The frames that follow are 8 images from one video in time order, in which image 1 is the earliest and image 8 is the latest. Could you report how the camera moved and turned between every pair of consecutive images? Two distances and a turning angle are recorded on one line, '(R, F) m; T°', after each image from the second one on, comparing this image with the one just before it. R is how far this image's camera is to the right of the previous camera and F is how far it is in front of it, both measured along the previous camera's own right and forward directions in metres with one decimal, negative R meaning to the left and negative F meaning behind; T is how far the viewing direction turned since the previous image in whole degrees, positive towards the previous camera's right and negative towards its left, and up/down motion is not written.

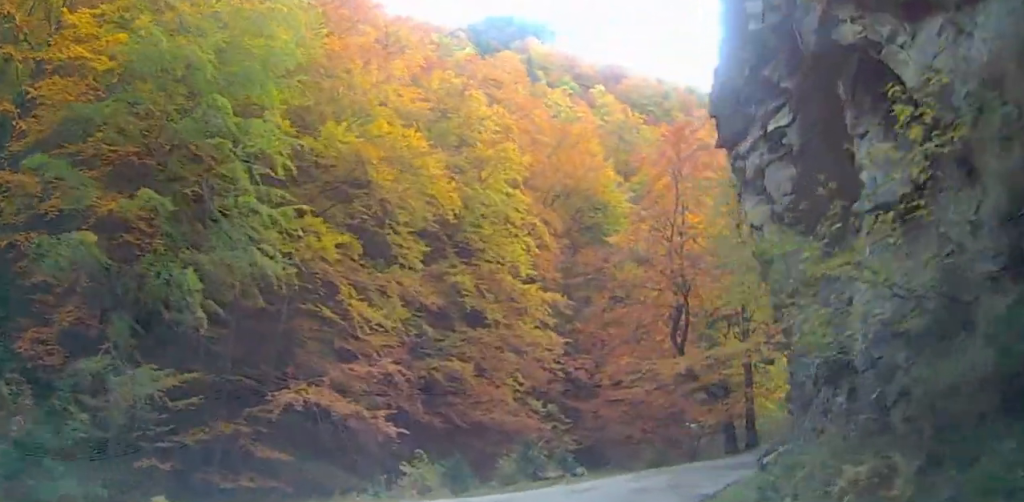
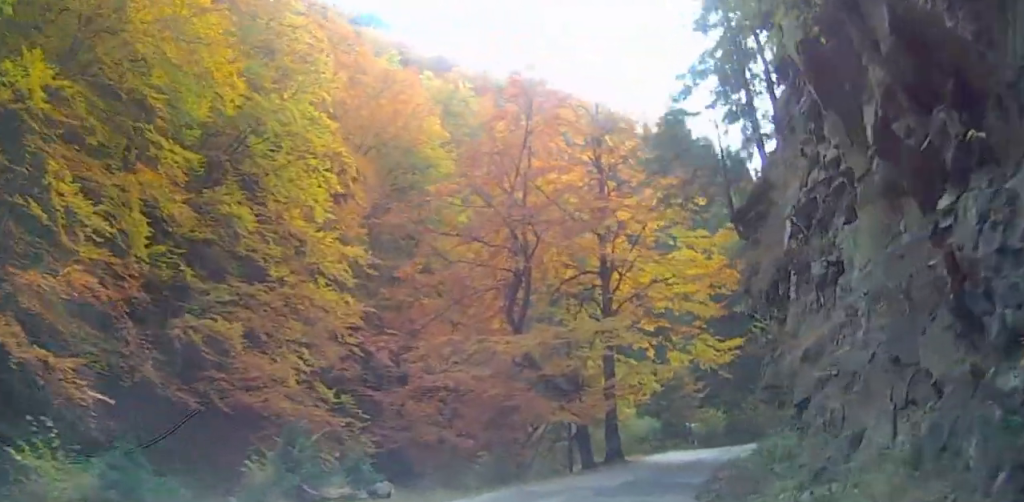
(+0.2, +12.3) m; +19°
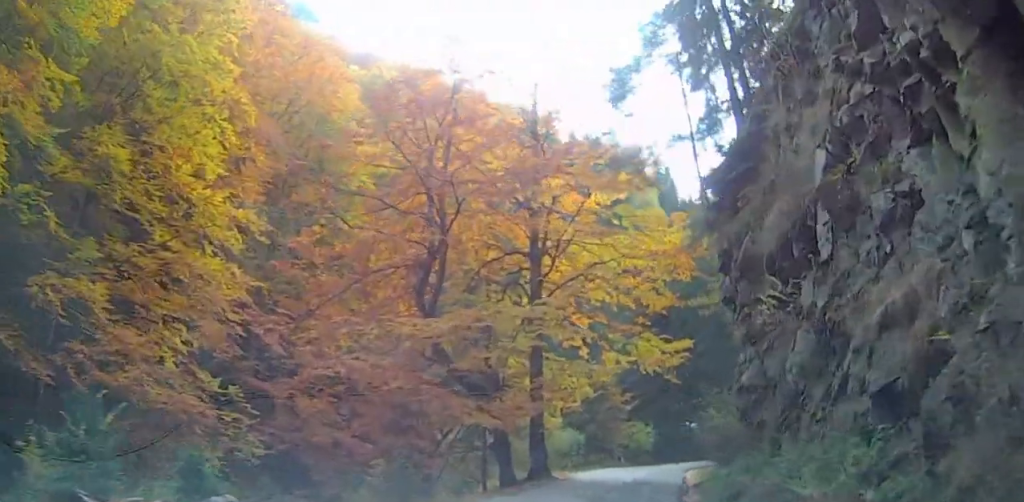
(+1.3, +5.7) m; +14°
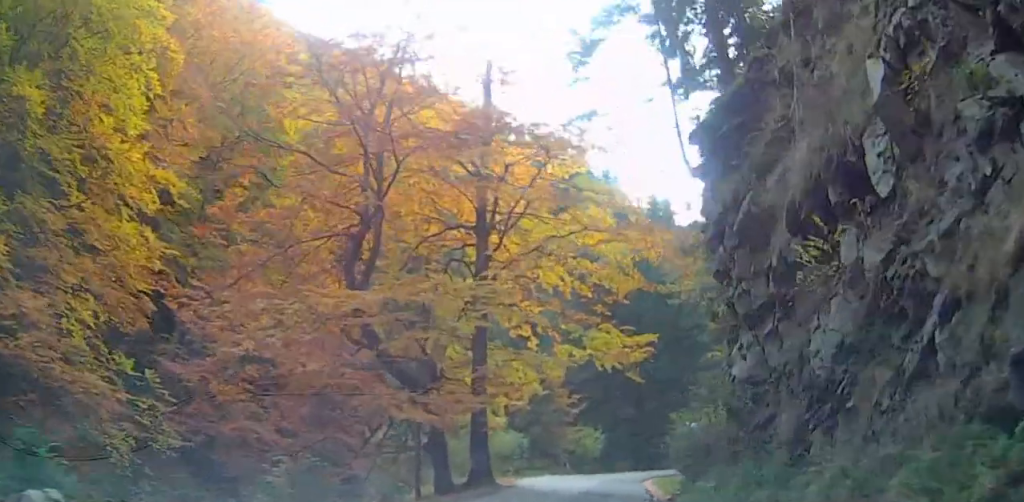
(+0.9, +4.0) m; +9°
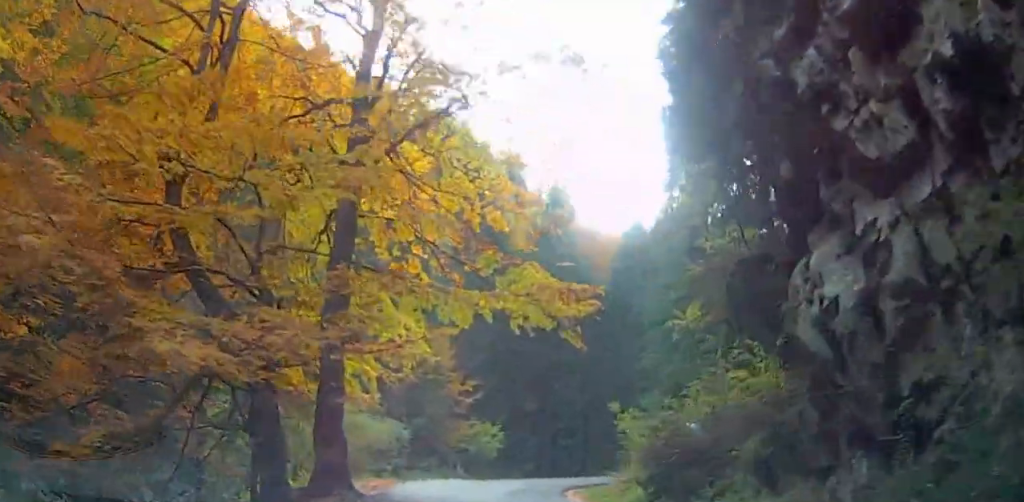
(+0.7, +9.9) m; +4°
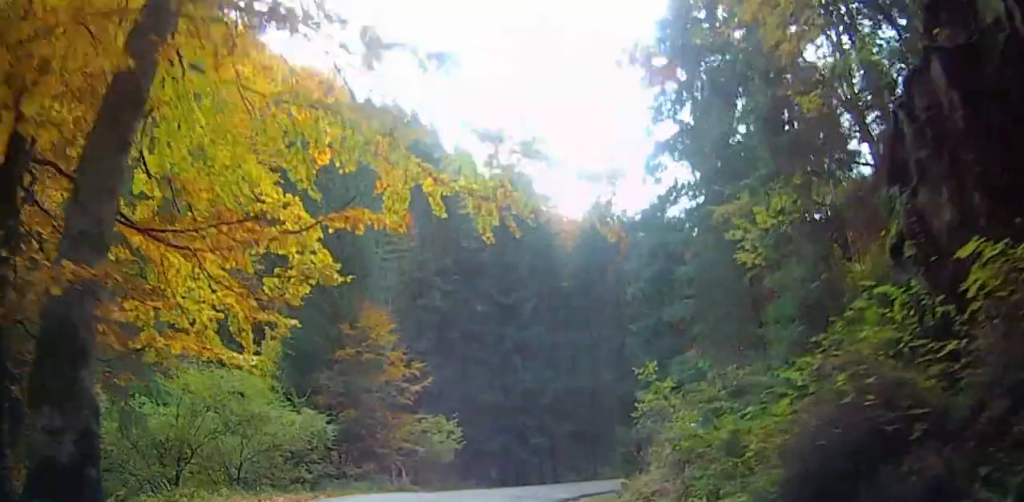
(0.0, +8.9) m; 0°
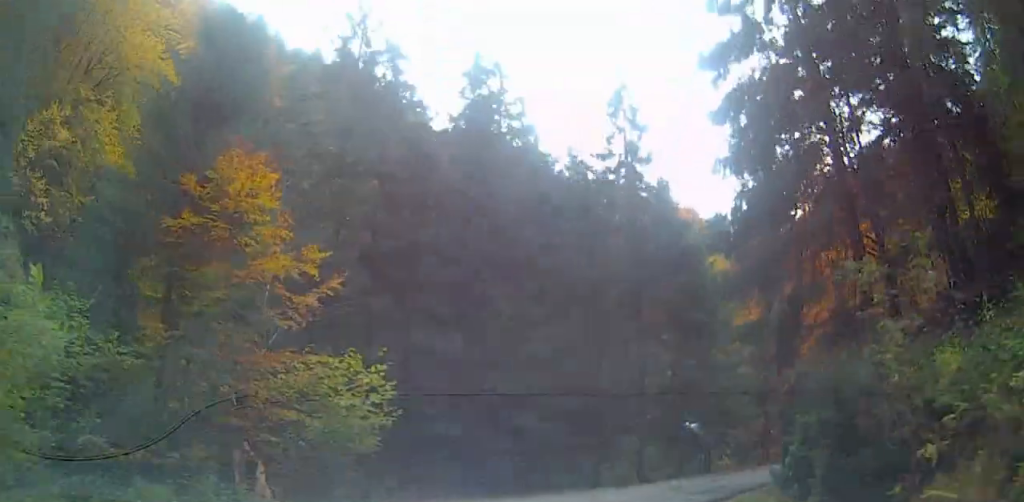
(+1.1, +14.2) m; +38°
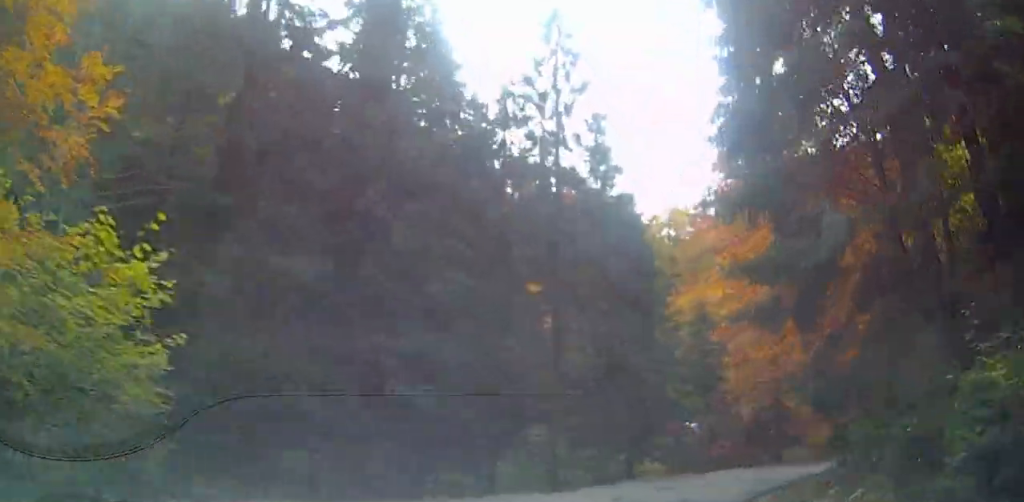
(+3.8, +6.4) m; +25°
